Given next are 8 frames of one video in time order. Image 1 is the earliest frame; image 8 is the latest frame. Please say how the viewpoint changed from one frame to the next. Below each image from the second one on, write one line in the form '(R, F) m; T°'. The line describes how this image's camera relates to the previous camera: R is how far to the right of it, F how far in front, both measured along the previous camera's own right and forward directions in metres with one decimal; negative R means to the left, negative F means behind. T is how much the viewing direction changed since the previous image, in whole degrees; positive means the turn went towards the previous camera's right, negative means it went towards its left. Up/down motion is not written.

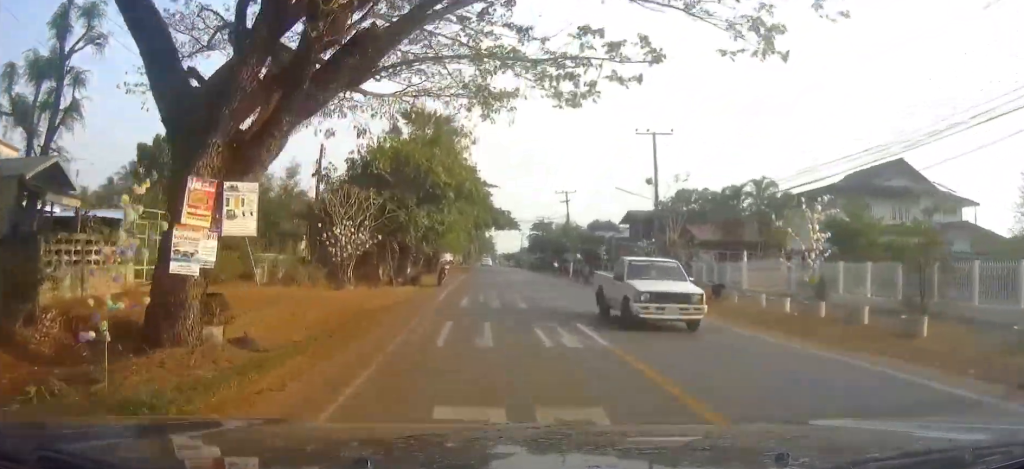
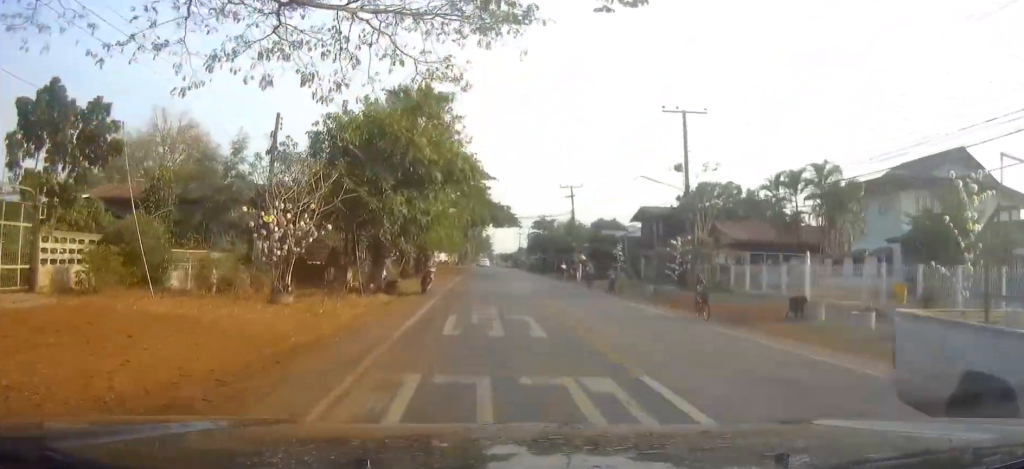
(0.0, +7.0) m; 0°
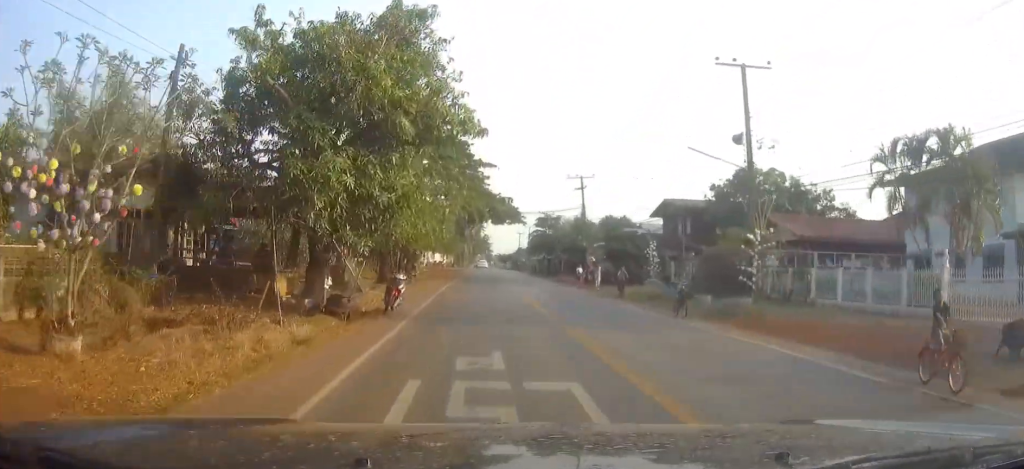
(-0.2, +9.4) m; 0°
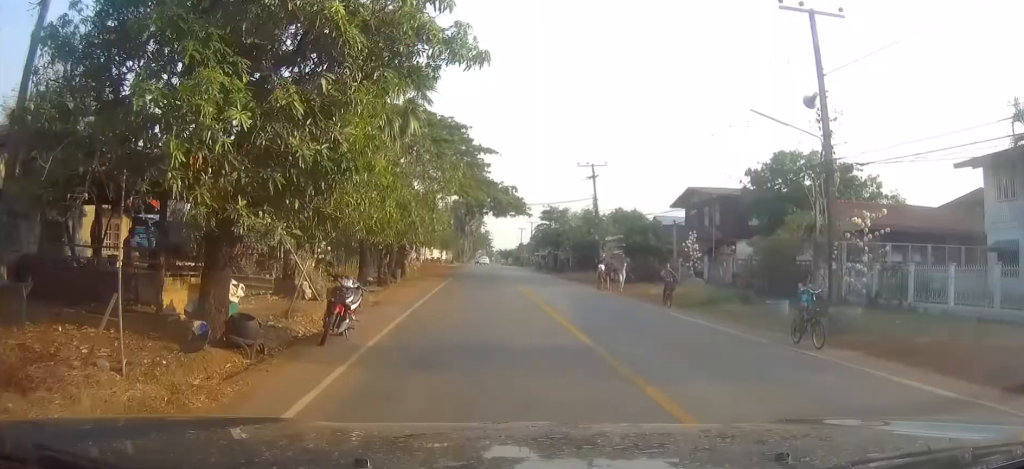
(0.0, +6.6) m; 0°
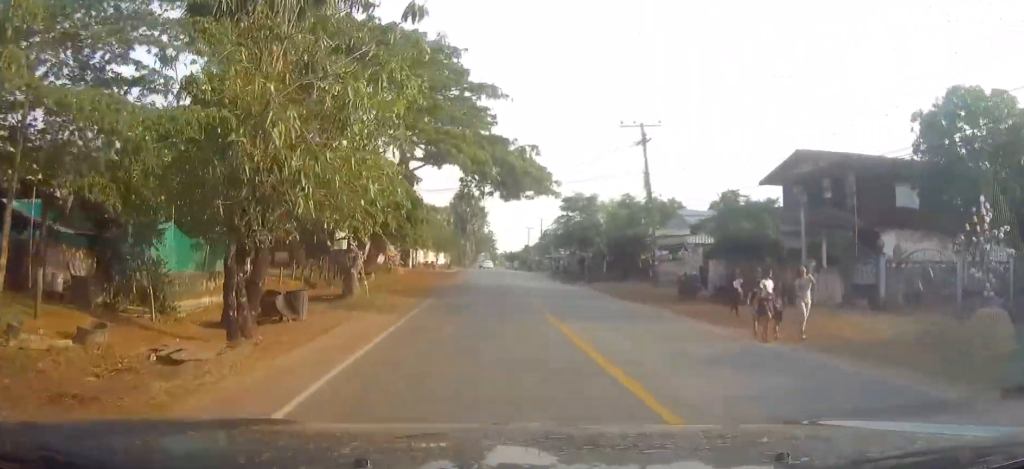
(+0.1, +18.0) m; +1°
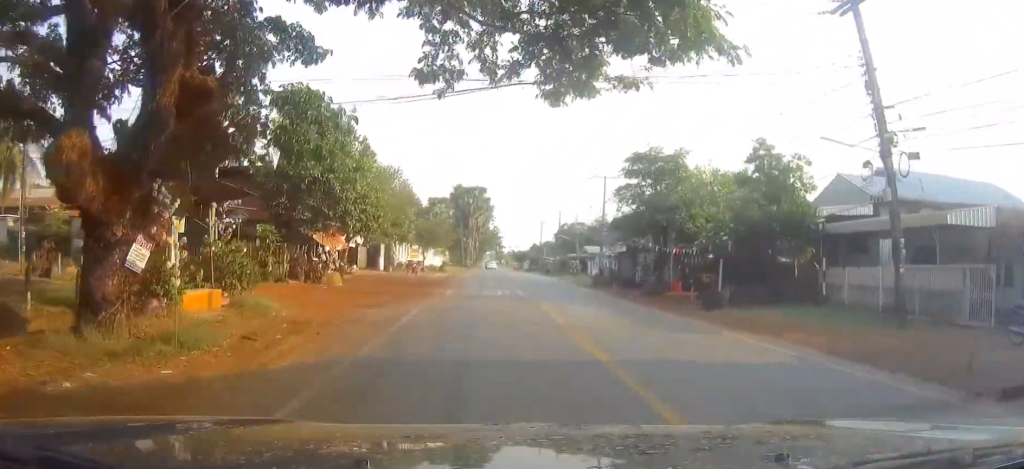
(+0.4, +26.2) m; +1°
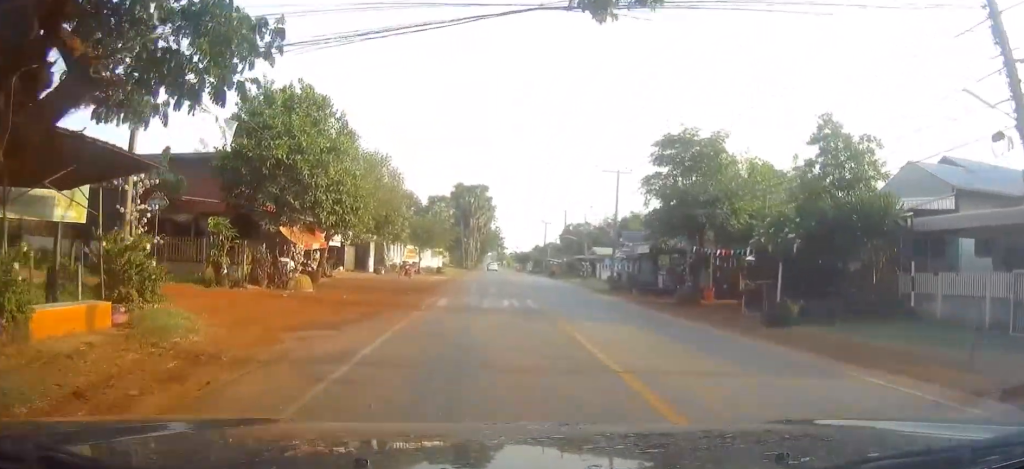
(0.0, +5.9) m; 0°
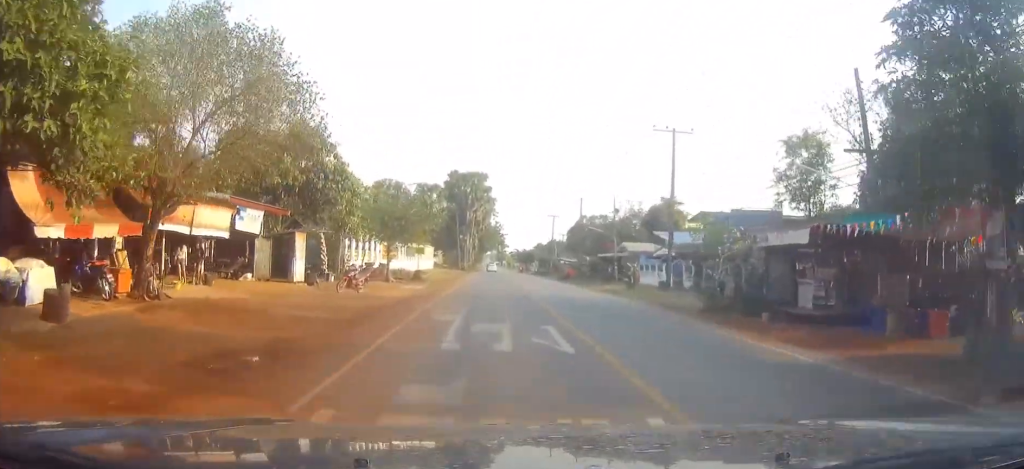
(0.0, +19.3) m; 0°
